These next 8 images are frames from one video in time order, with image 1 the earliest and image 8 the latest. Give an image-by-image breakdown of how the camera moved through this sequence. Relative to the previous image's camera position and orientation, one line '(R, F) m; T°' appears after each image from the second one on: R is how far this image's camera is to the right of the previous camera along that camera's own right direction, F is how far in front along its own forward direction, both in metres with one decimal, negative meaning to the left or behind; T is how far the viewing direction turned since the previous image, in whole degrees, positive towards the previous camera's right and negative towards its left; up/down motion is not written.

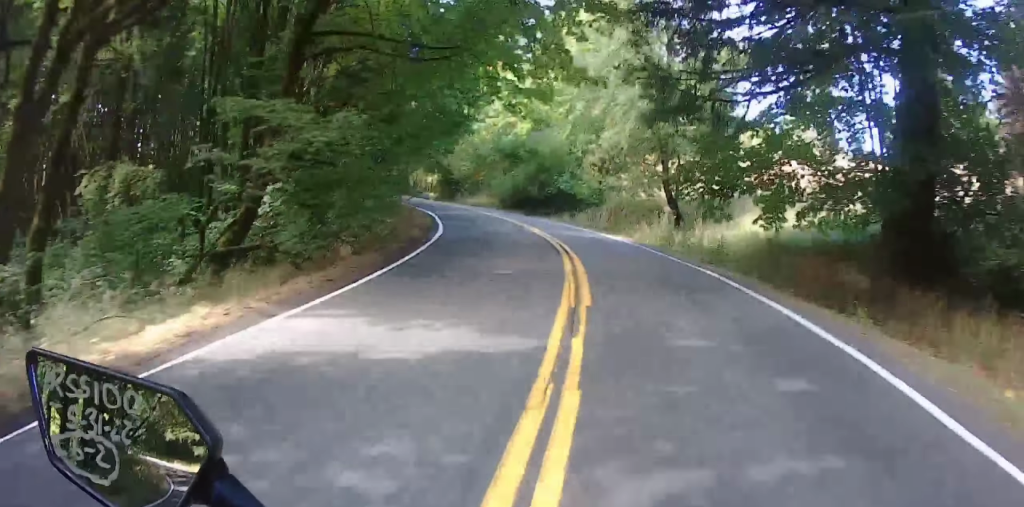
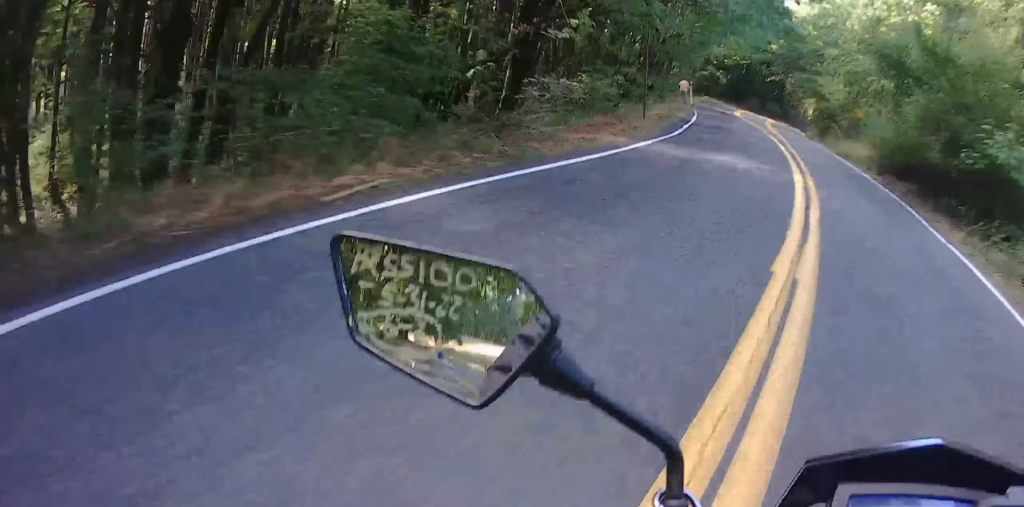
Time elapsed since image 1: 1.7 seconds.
(-2.8, +25.3) m; -14°
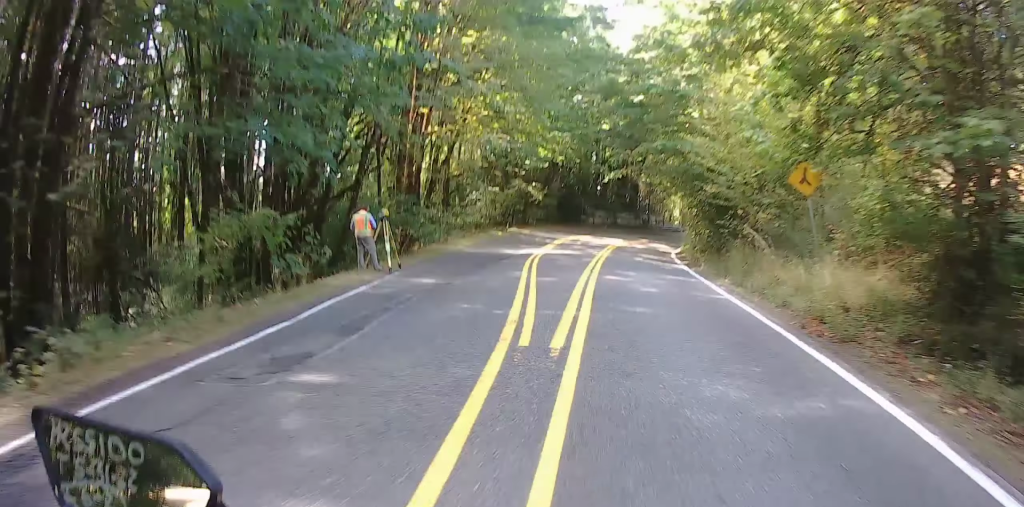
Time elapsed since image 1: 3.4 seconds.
(-4.9, +23.4) m; -23°
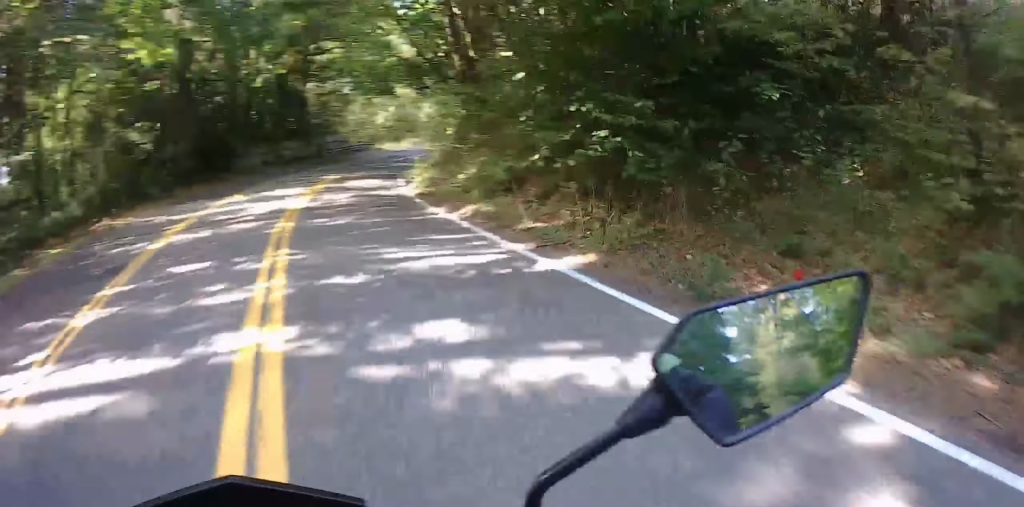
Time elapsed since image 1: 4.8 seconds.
(-1.5, +20.1) m; -10°
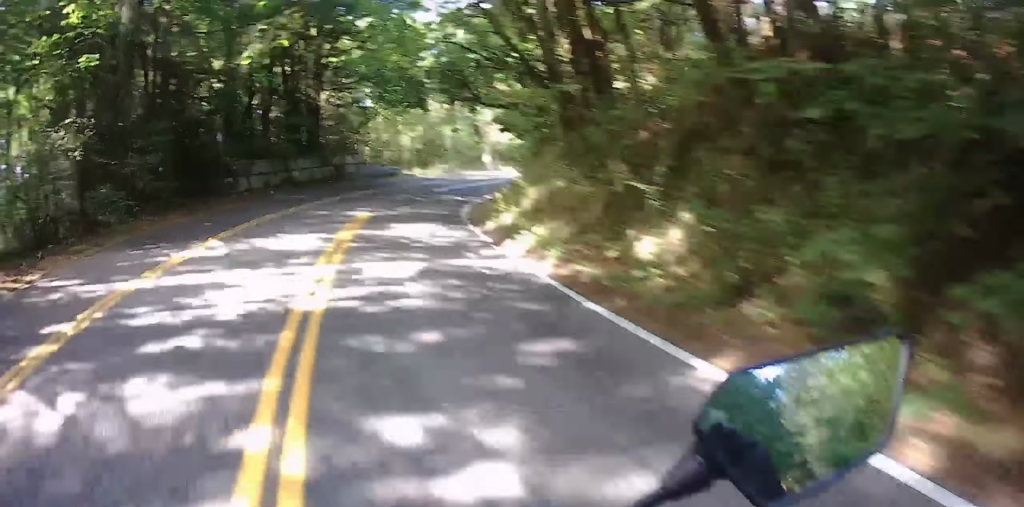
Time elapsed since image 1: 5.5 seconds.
(-0.7, +9.2) m; -5°
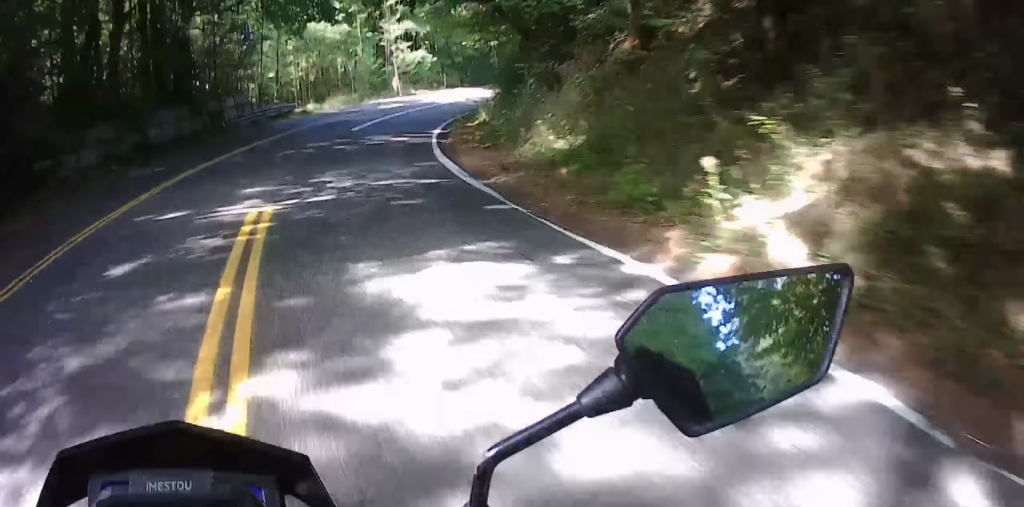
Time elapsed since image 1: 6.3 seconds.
(0.0, +11.6) m; 0°
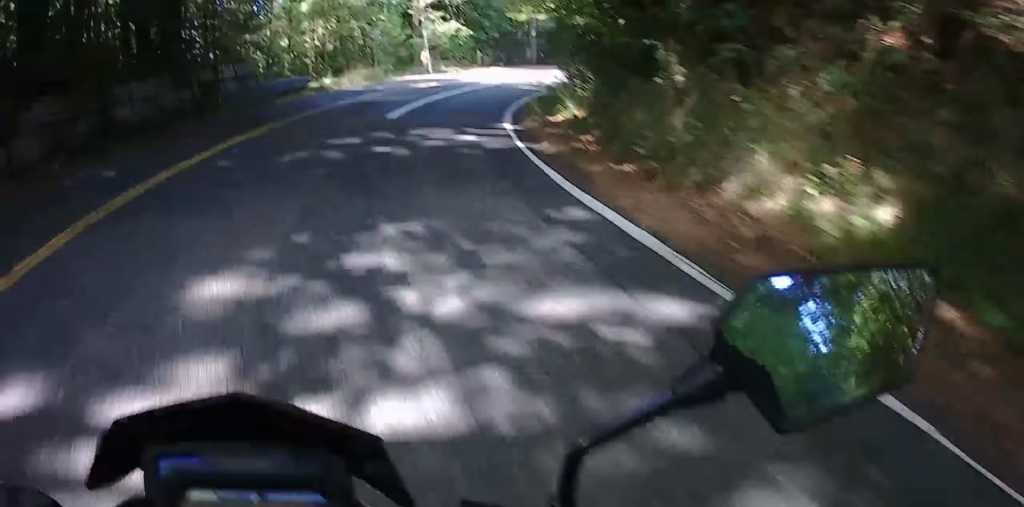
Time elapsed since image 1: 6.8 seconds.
(0.0, +6.1) m; +1°
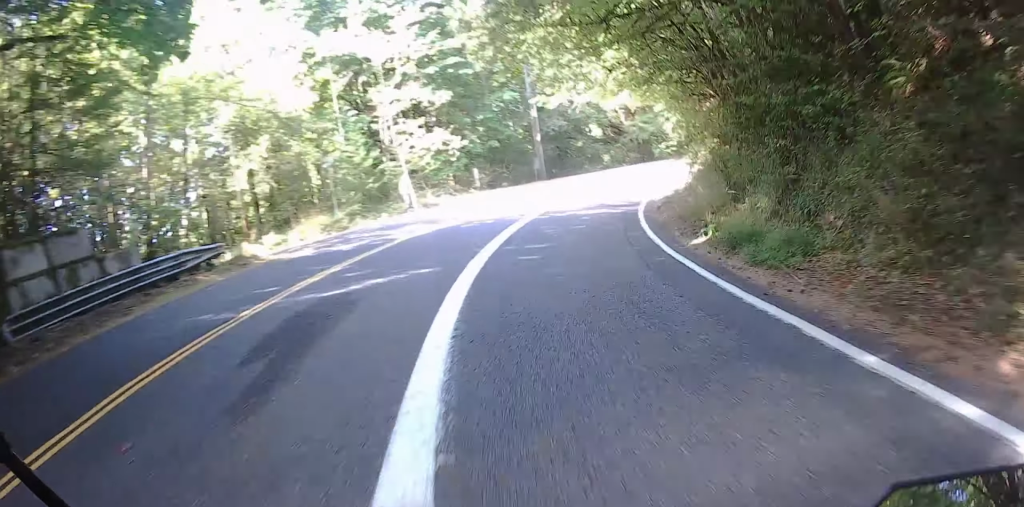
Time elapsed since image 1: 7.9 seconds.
(+0.2, +13.6) m; +5°
